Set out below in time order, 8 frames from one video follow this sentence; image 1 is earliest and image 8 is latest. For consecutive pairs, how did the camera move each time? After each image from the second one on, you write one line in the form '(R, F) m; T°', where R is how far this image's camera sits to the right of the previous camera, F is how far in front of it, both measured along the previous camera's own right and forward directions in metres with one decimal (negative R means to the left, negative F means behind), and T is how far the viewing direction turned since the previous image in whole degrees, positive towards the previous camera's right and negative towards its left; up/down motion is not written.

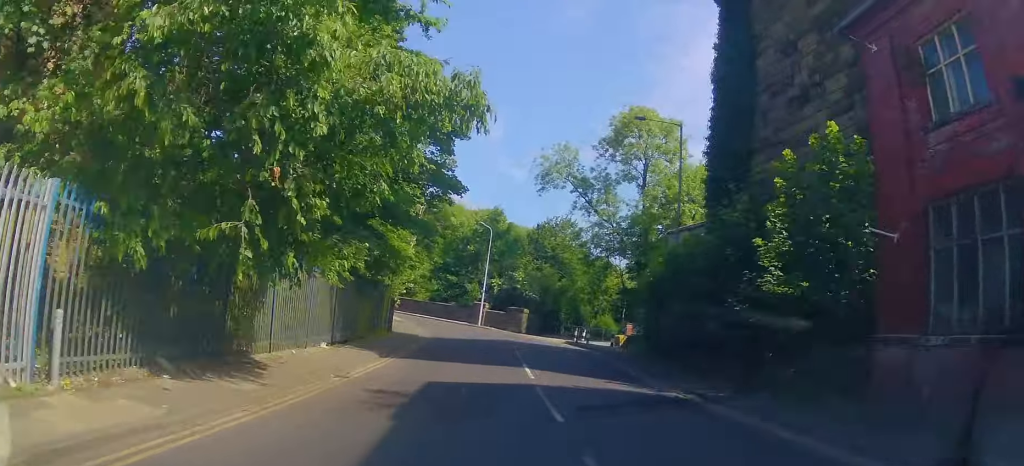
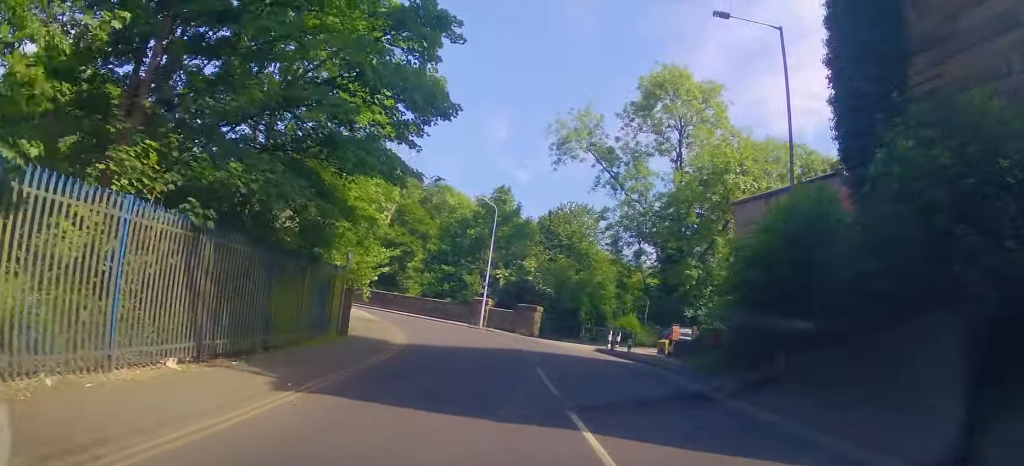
(-0.1, +9.9) m; 0°
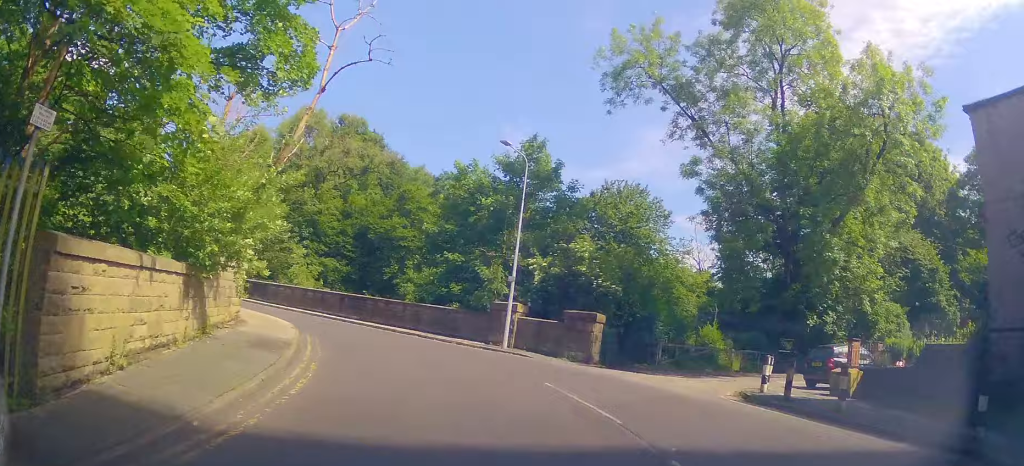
(+0.4, +15.4) m; -2°
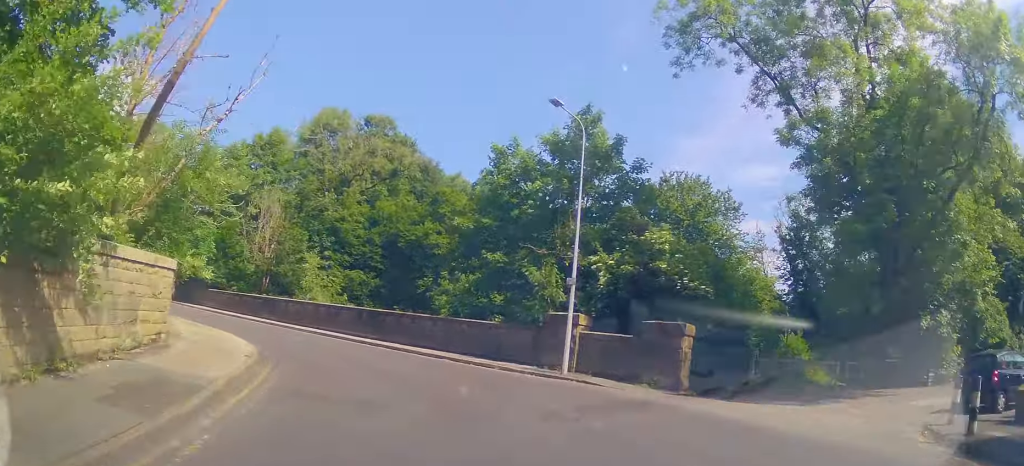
(-0.4, +6.0) m; -5°
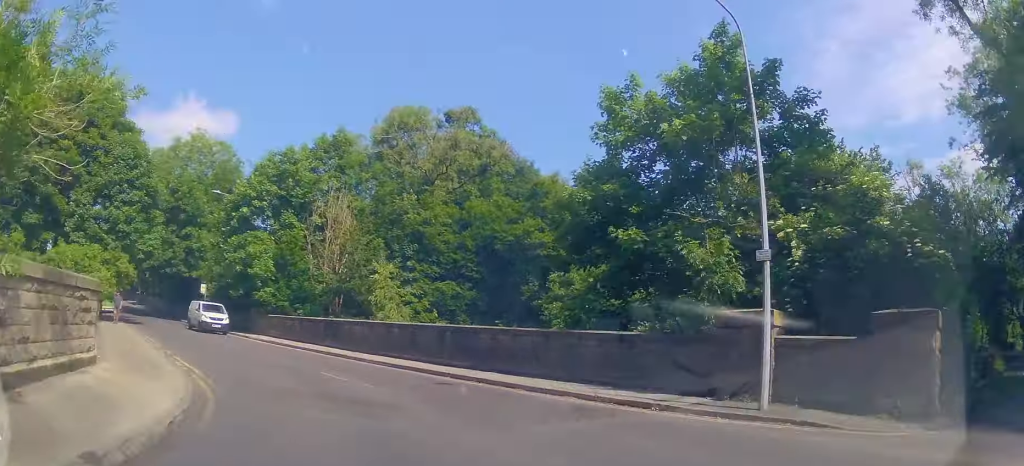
(-0.5, +7.5) m; -7°
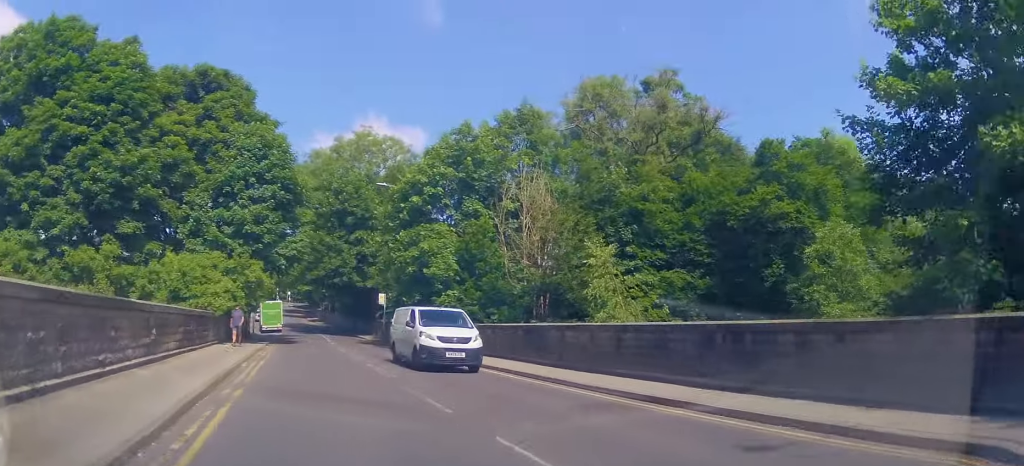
(-0.6, +7.9) m; -24°
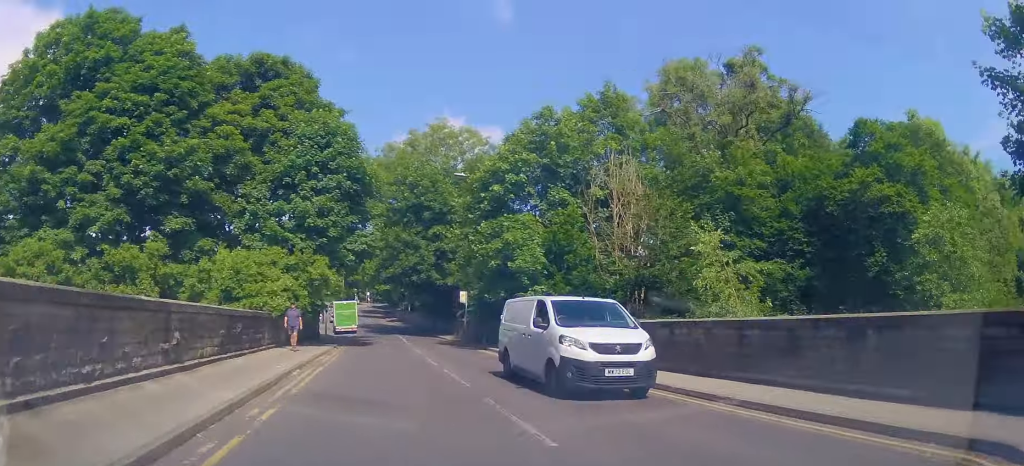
(-0.1, +2.5) m; -9°
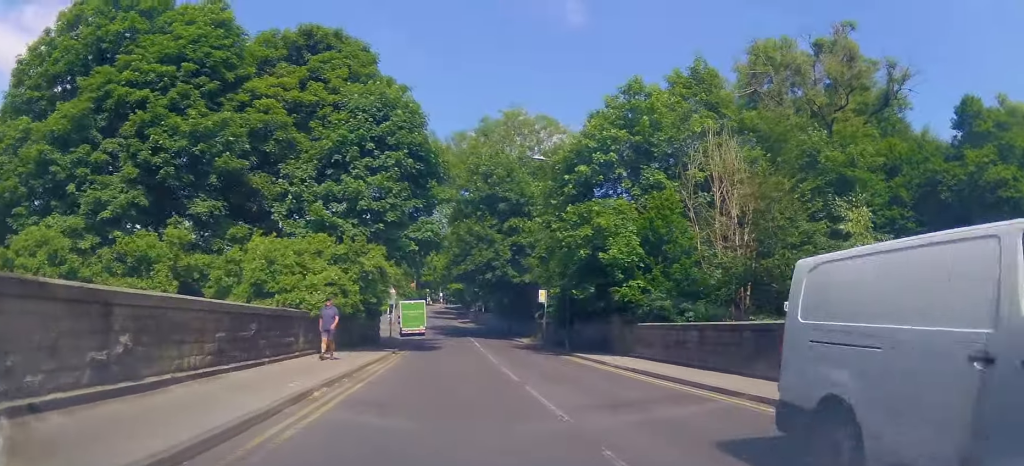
(-1.6, +3.9) m; -11°
